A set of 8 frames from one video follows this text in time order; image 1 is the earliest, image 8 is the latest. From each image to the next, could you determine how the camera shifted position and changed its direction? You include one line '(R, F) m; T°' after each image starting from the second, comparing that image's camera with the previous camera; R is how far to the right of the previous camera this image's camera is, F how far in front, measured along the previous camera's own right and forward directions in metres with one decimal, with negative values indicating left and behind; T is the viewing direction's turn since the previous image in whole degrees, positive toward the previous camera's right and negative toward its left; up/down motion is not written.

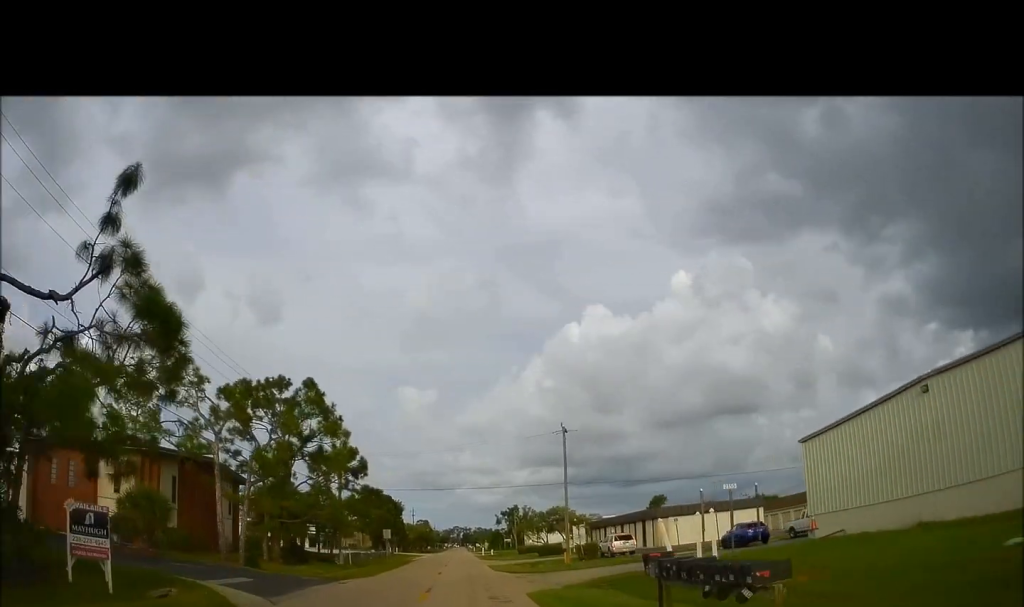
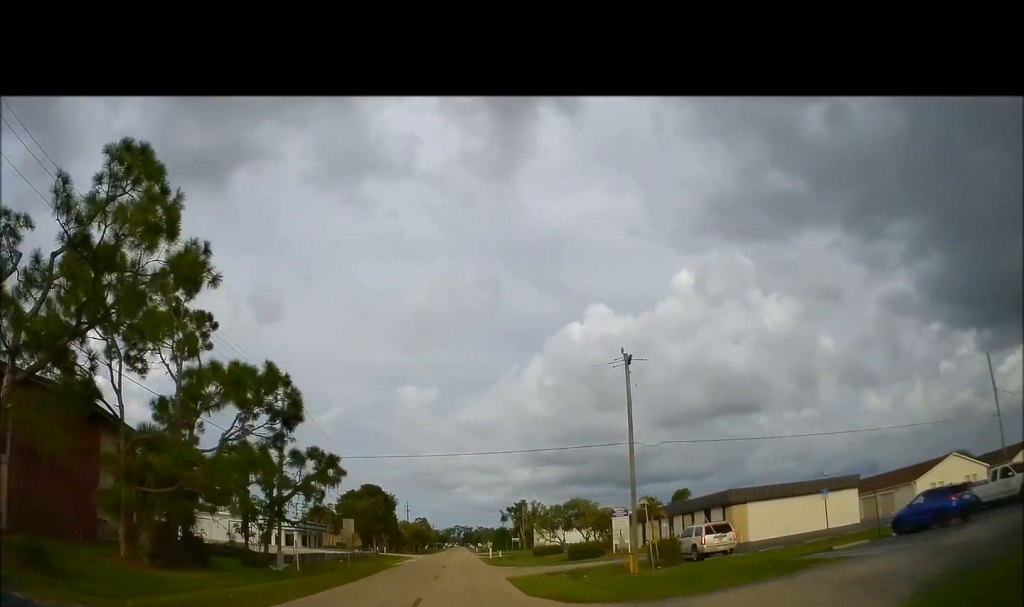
(-0.5, +17.2) m; -1°
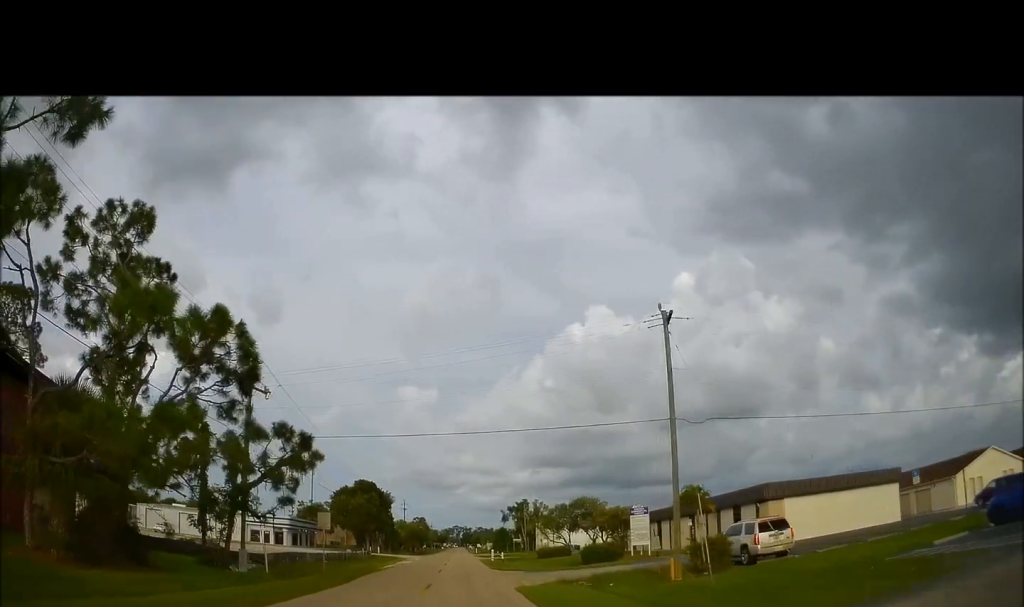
(+0.1, +5.6) m; +1°
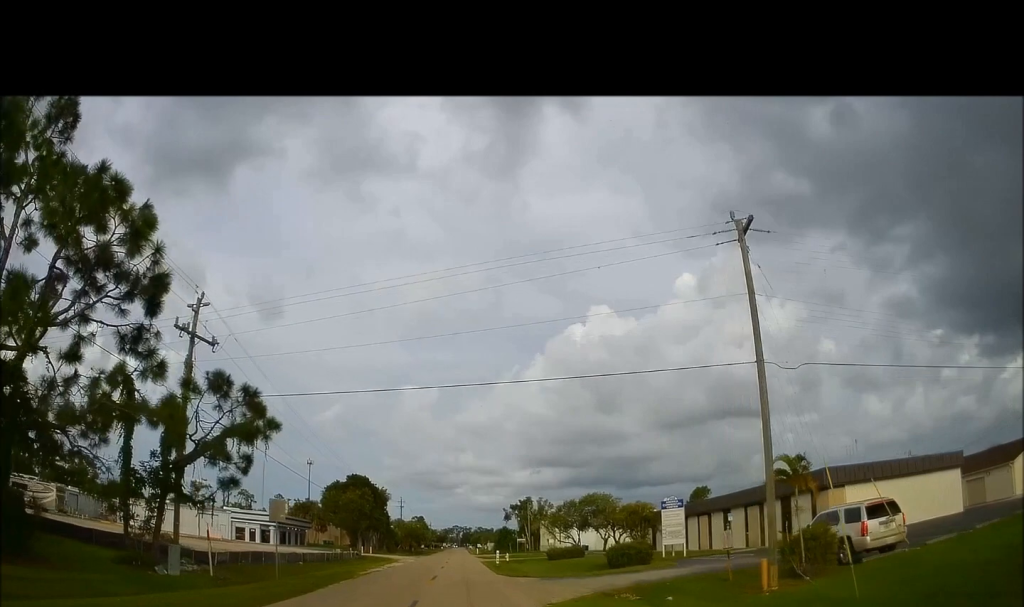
(+0.2, +7.0) m; +1°
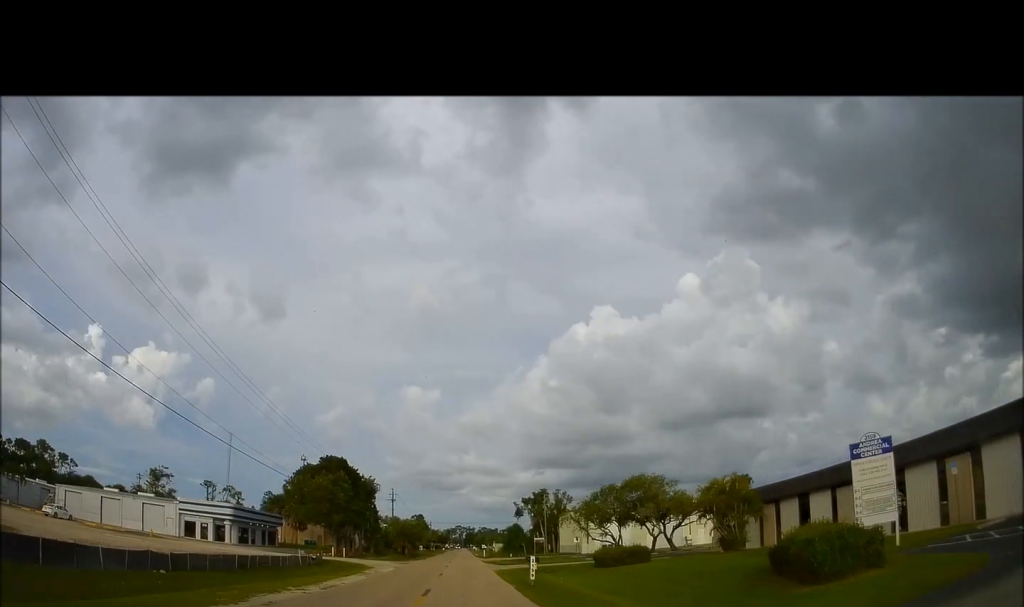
(-0.1, +19.1) m; -2°
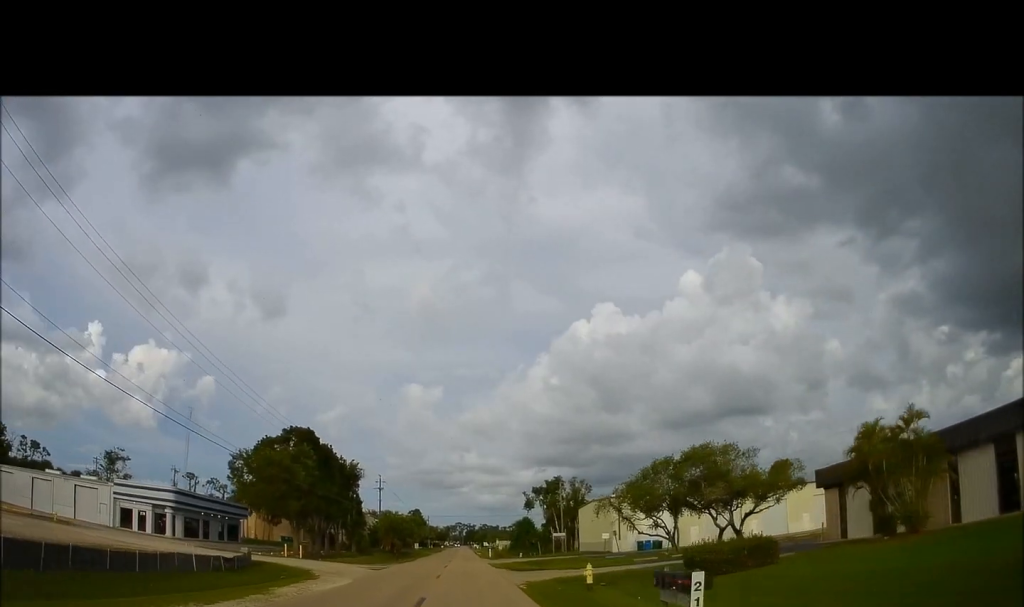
(-0.2, +16.2) m; +1°
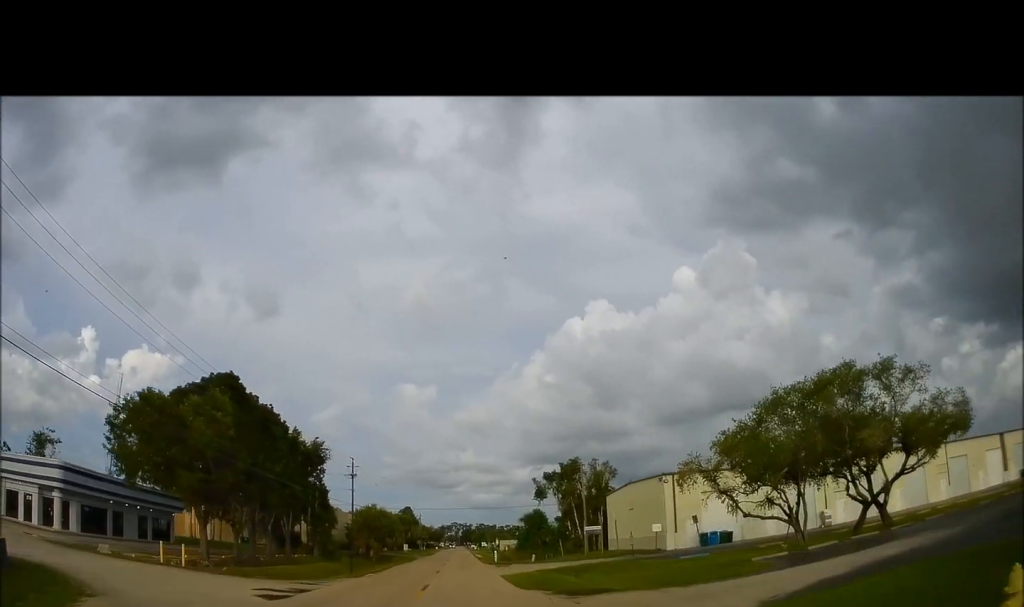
(+0.5, +18.7) m; +1°
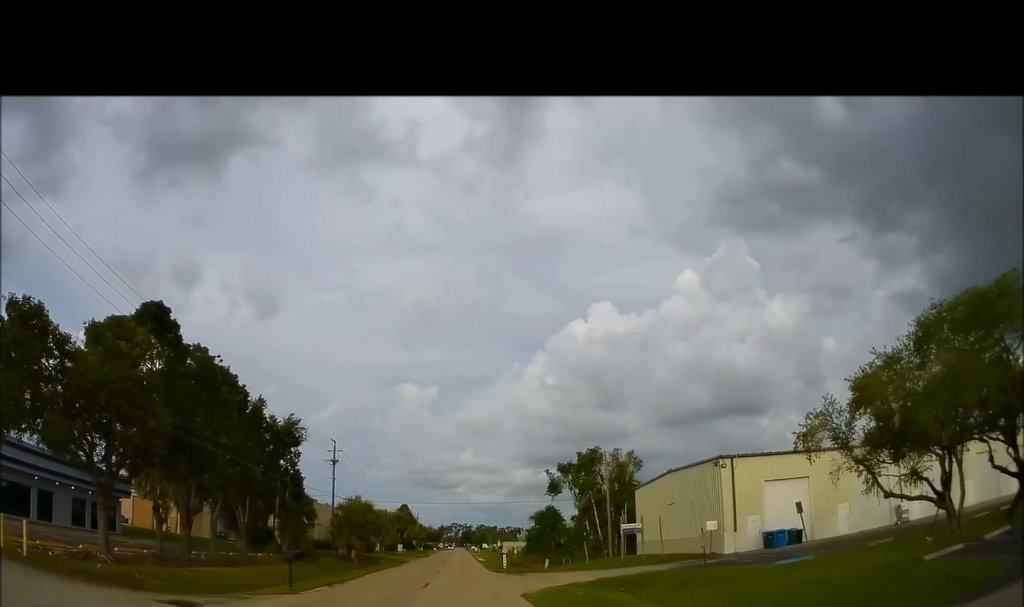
(0.0, +10.5) m; 0°
